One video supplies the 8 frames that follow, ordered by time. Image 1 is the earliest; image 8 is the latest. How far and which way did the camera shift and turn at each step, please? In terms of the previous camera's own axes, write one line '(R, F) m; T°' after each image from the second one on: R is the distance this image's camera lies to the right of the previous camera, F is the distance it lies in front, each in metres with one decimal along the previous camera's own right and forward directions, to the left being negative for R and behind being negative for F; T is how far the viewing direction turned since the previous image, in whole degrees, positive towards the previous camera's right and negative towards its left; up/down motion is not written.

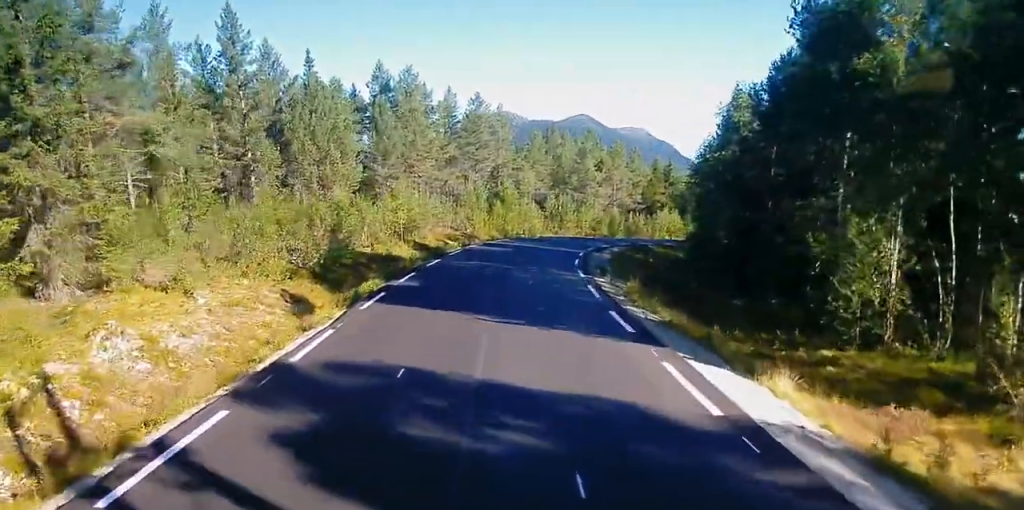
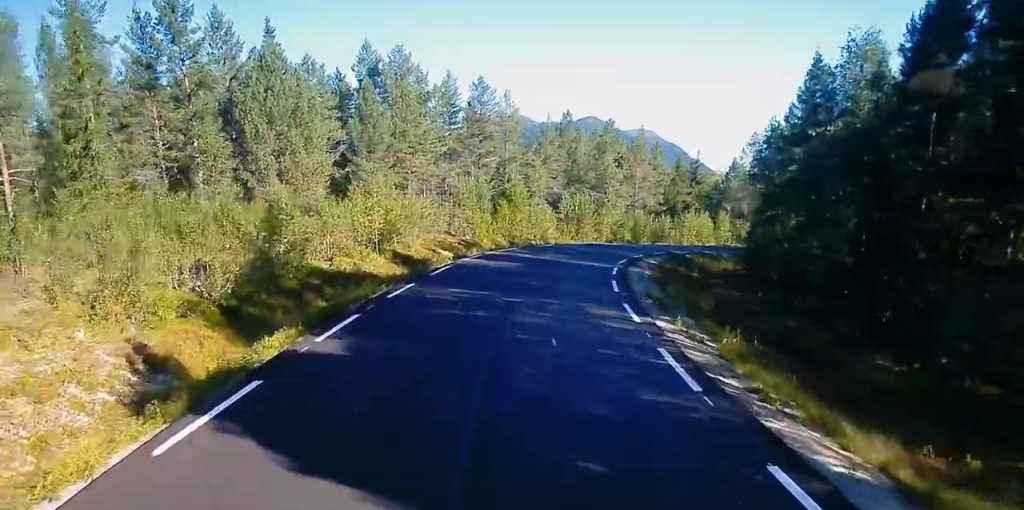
(-0.2, +10.5) m; 0°
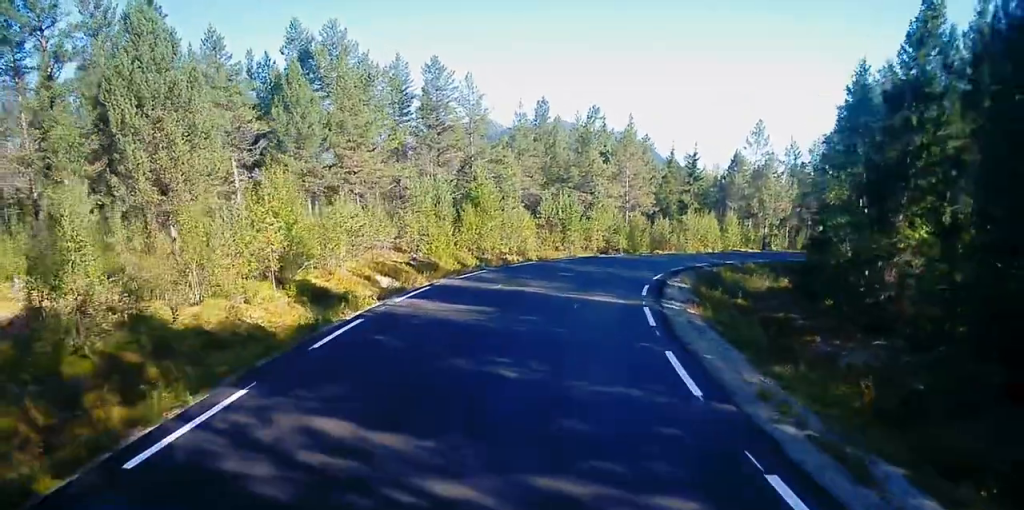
(+0.2, +11.9) m; +2°
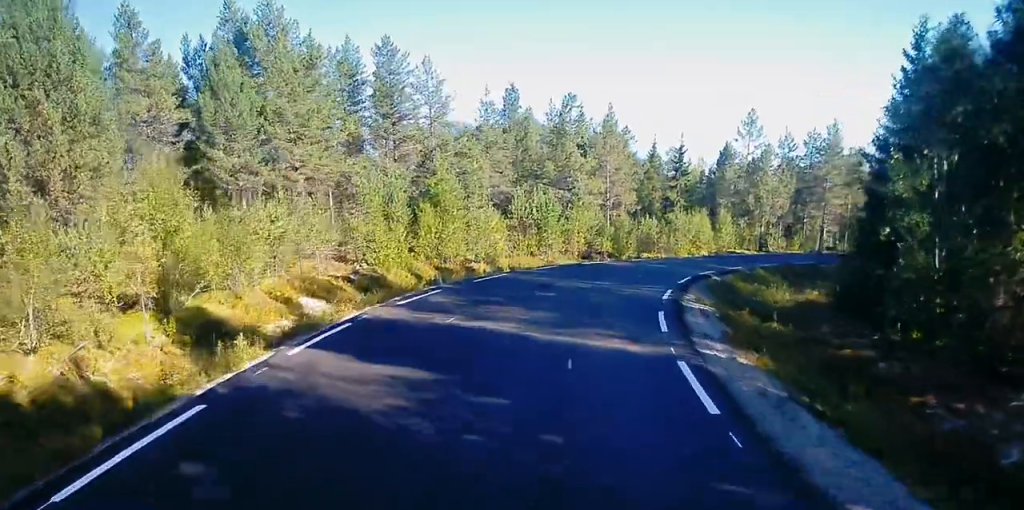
(+0.1, +6.7) m; +3°
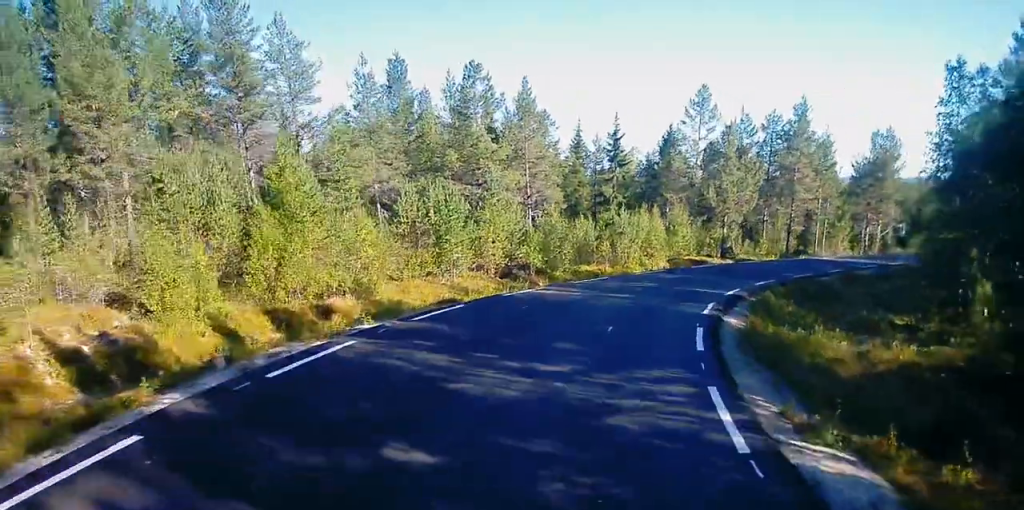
(+0.8, +12.8) m; +8°
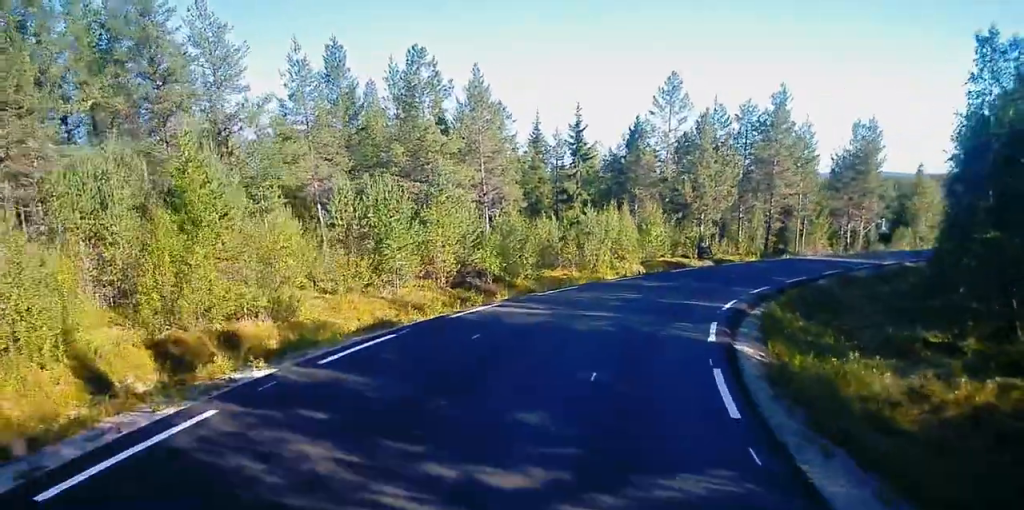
(+0.1, +4.5) m; +3°
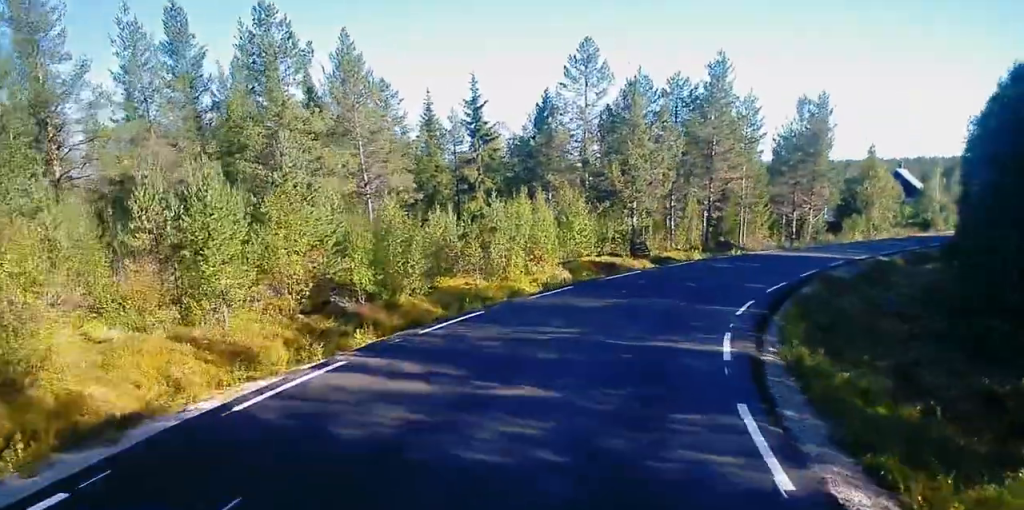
(+0.3, +8.3) m; +7°
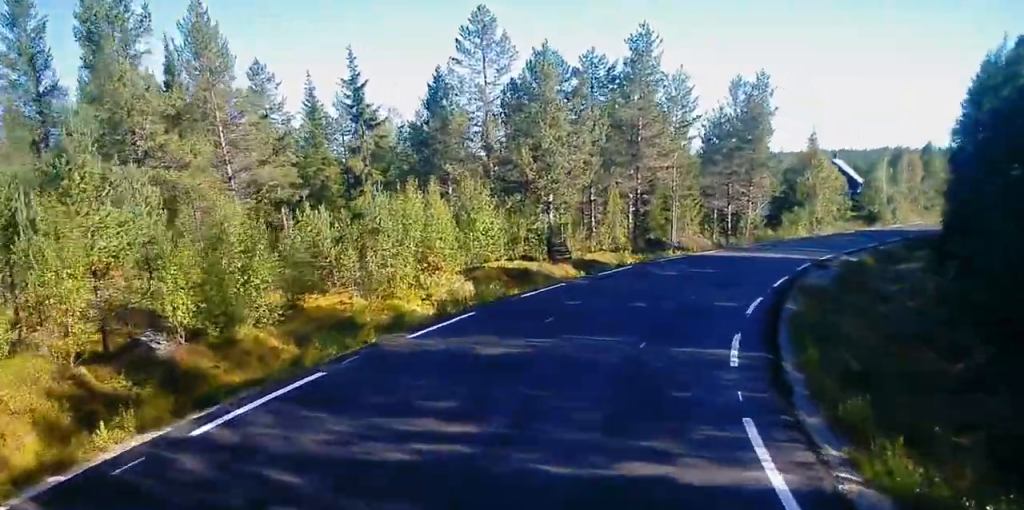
(+0.5, +6.6) m; +6°
